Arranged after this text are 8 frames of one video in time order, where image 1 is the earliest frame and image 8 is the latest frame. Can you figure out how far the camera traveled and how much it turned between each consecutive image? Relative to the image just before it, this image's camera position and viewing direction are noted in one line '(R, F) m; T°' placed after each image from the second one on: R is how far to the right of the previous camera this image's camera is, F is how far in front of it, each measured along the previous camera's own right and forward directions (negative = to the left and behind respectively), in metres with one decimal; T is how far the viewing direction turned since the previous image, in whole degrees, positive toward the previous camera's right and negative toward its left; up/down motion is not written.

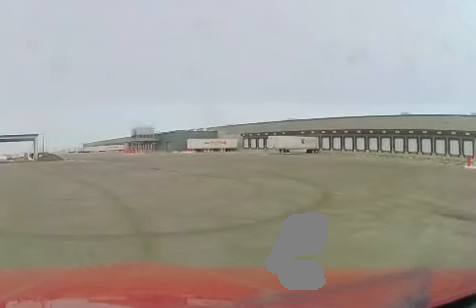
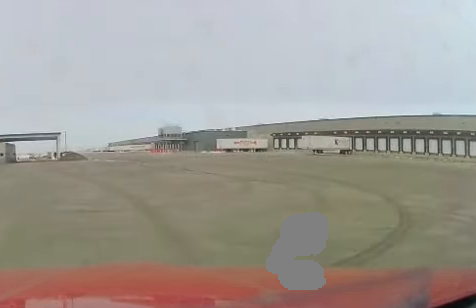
(-0.2, +3.7) m; -4°
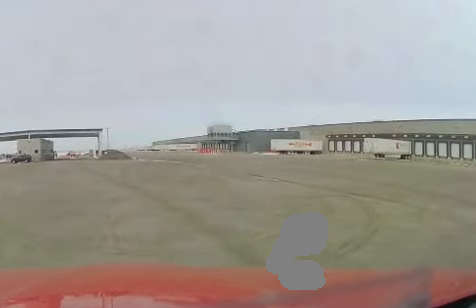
(-0.4, +7.3) m; -7°
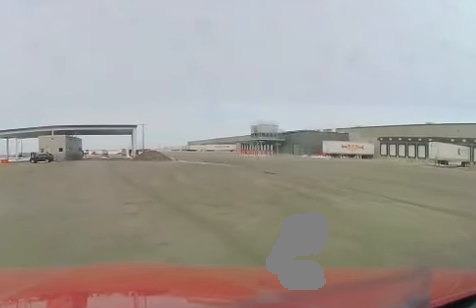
(-0.6, +10.1) m; -5°
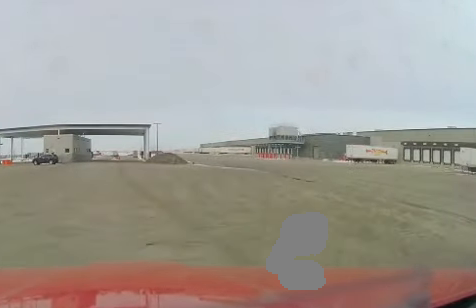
(-0.1, +5.6) m; -2°
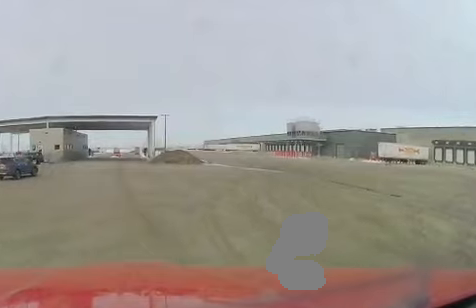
(-0.1, +11.1) m; 0°
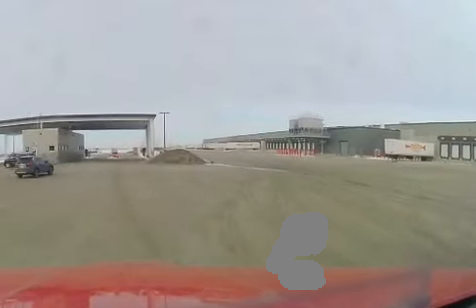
(0.0, +2.7) m; 0°
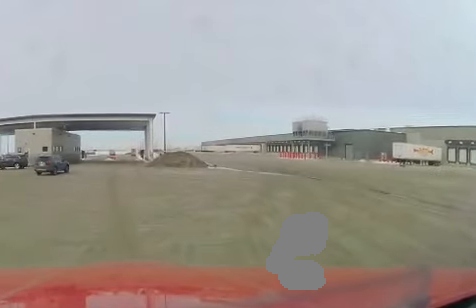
(0.0, +3.1) m; 0°
